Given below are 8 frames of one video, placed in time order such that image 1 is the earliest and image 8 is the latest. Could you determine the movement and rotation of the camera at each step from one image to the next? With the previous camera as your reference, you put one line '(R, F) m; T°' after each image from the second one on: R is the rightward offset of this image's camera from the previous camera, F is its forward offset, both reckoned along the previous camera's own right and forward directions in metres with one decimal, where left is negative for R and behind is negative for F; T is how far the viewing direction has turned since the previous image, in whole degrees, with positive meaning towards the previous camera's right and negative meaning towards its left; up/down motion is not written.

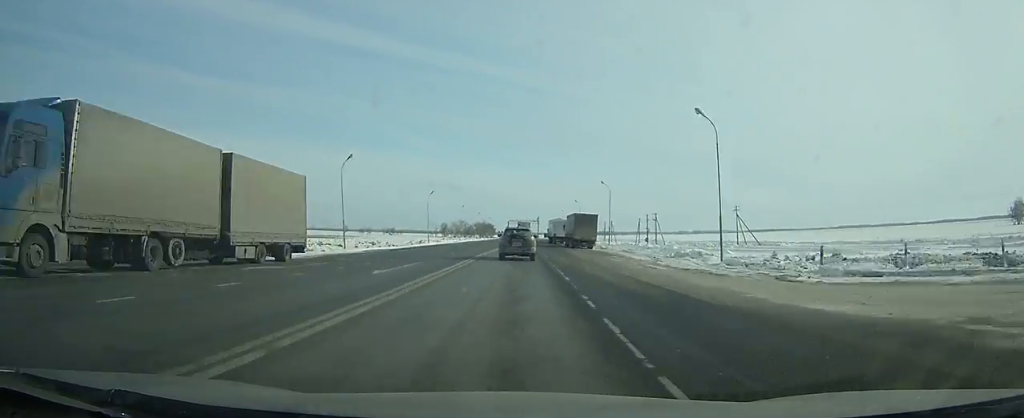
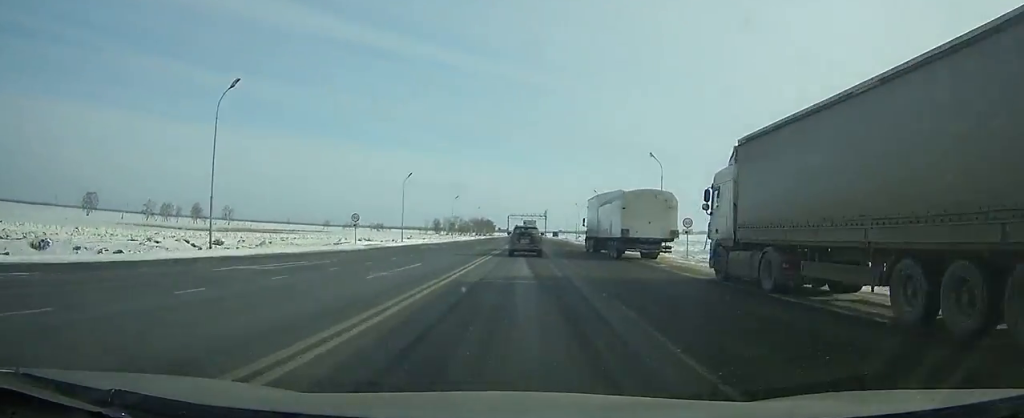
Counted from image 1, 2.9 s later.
(-0.1, +63.8) m; 0°
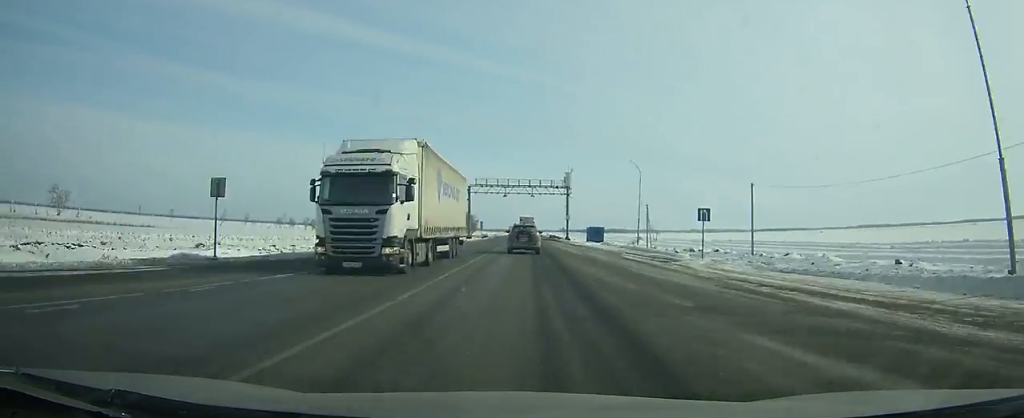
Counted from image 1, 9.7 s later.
(+1.0, +154.2) m; 0°
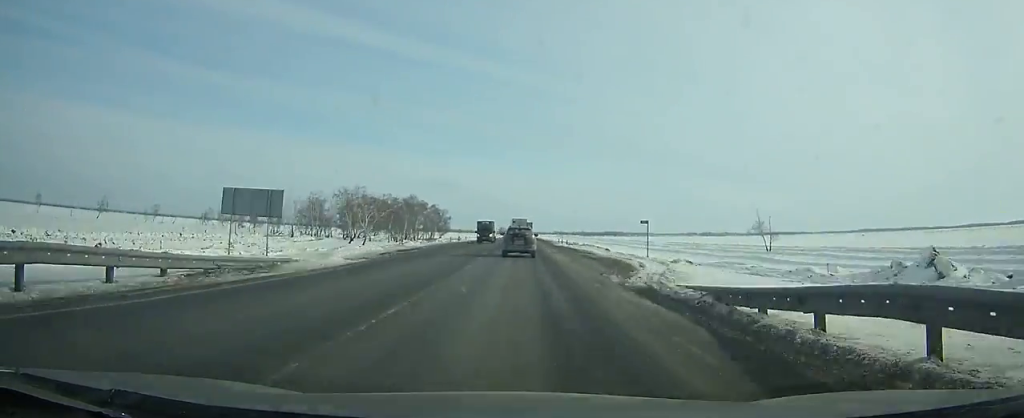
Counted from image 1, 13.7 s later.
(-0.1, +93.4) m; 0°
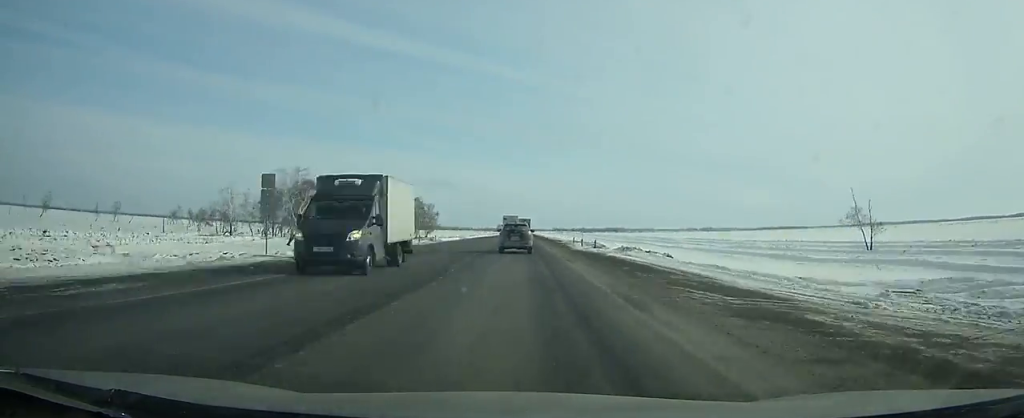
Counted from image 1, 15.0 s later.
(+0.1, +30.6) m; 0°
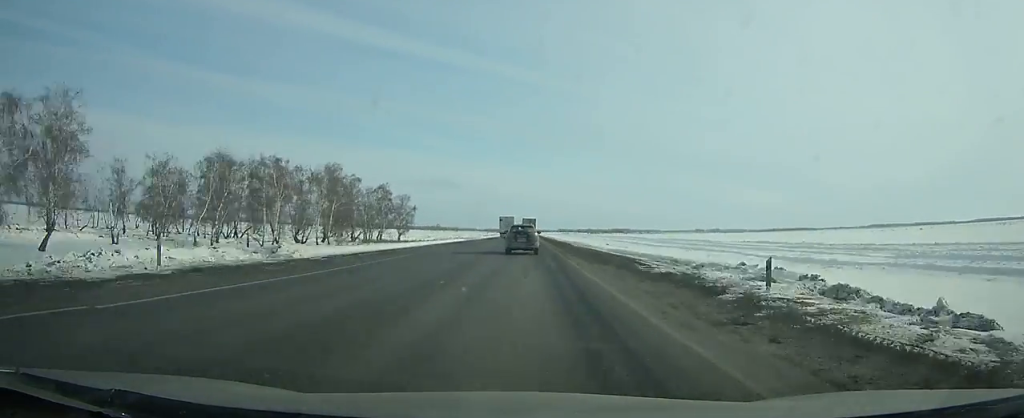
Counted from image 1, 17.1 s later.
(0.0, +49.5) m; 0°
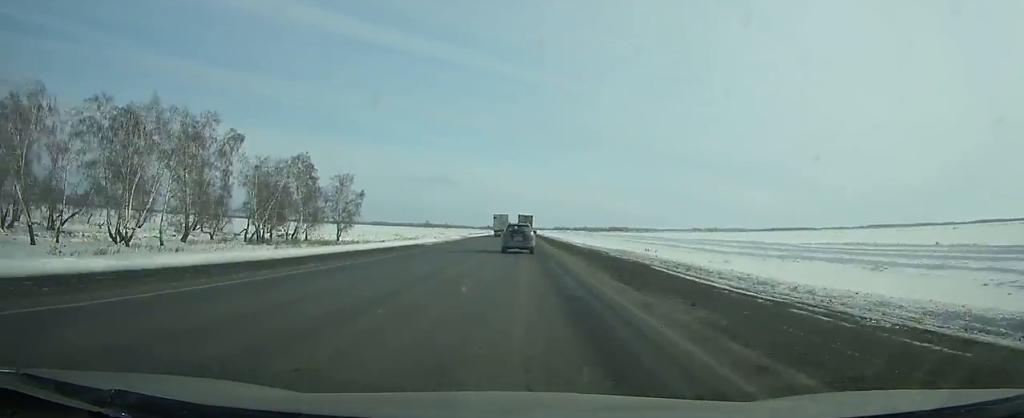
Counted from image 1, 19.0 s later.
(-0.1, +44.9) m; 0°
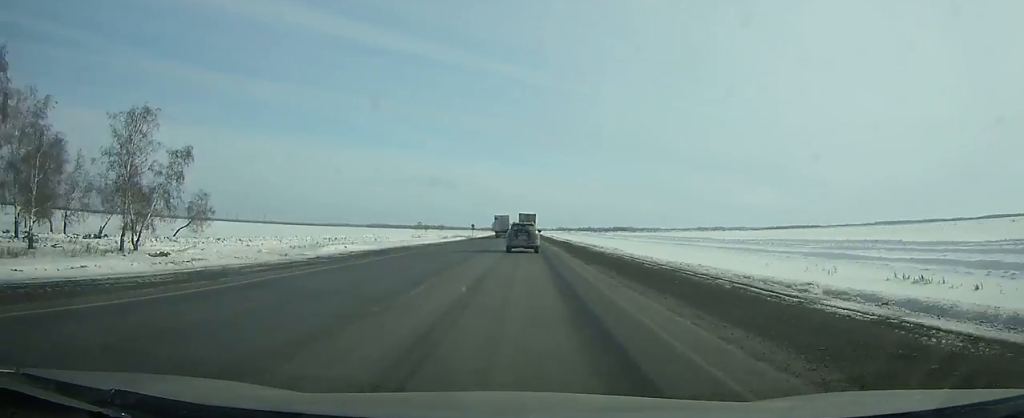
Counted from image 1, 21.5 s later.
(+0.1, +59.0) m; 0°
